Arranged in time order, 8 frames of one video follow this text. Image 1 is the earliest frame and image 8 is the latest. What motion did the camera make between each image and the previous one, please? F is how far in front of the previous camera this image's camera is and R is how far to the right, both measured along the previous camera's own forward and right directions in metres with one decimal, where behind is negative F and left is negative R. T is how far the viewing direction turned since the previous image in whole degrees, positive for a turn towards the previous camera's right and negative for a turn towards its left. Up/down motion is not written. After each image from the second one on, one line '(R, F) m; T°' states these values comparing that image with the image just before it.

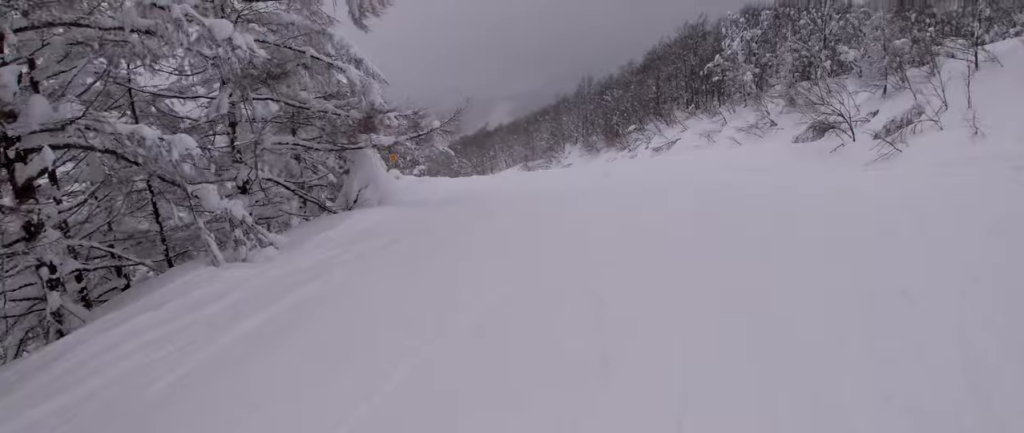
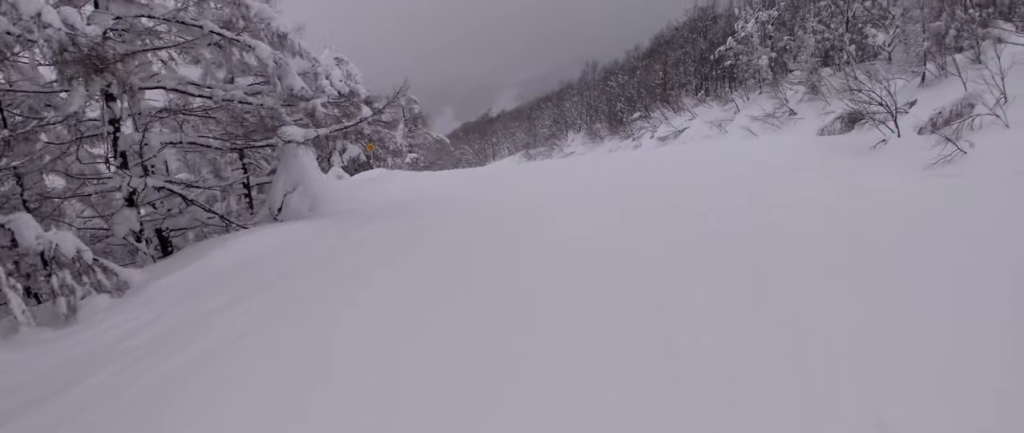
(+0.3, +4.0) m; -2°
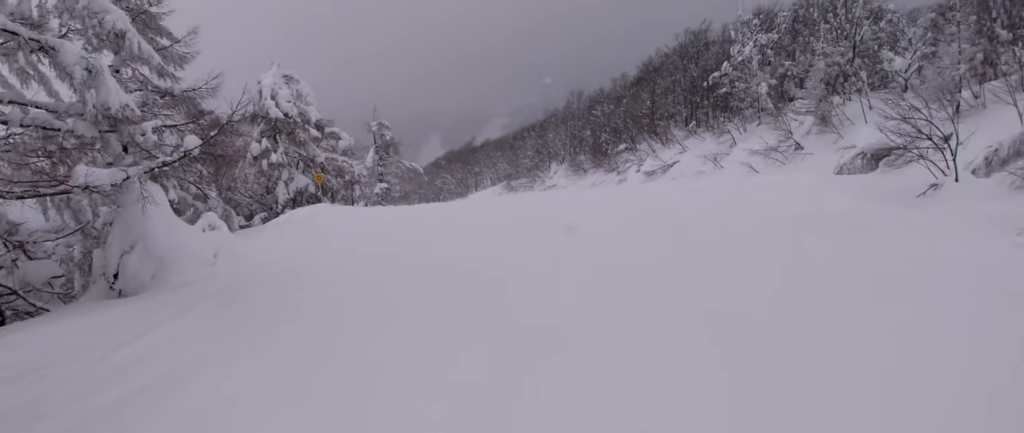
(0.0, +5.0) m; -4°
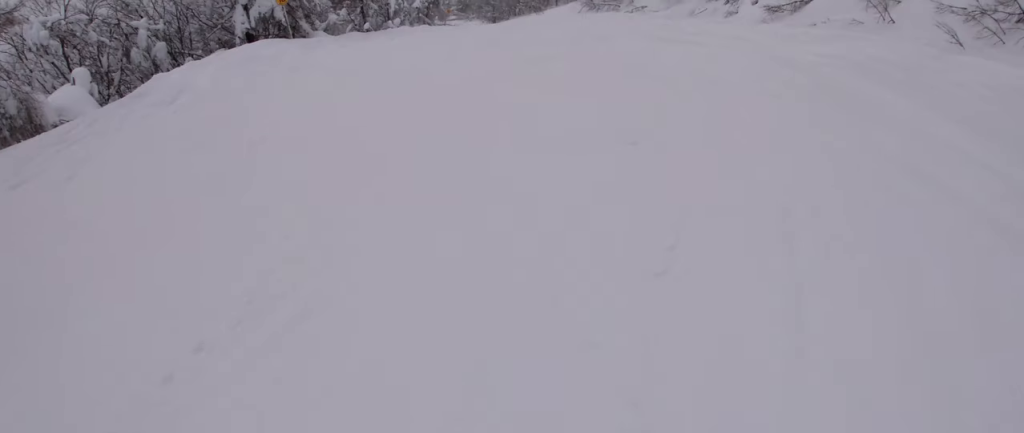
(-0.9, +10.4) m; -11°
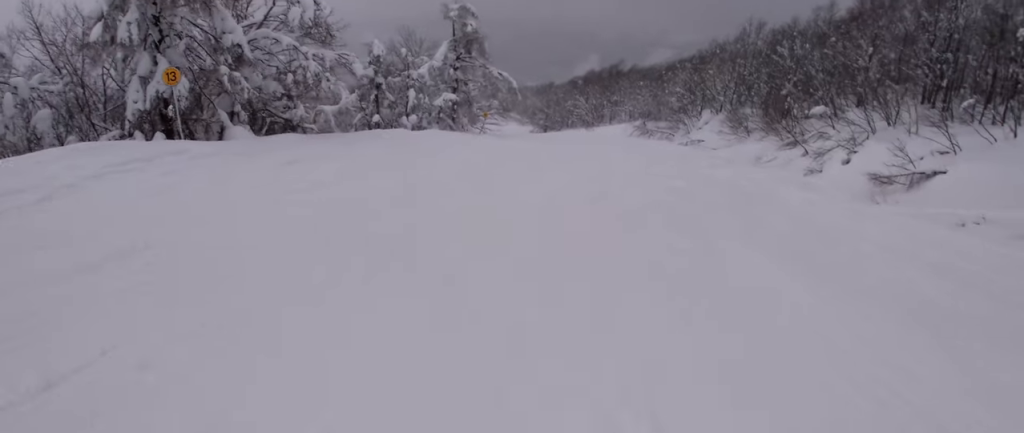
(-0.8, +10.5) m; -1°
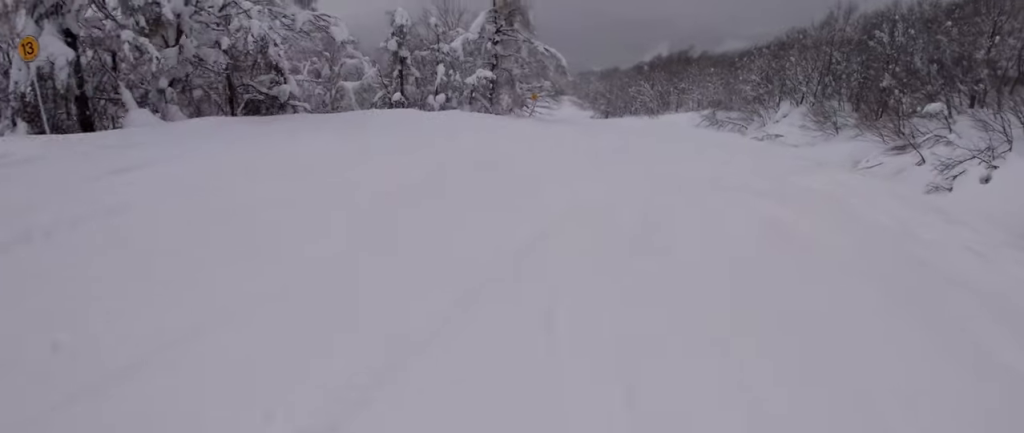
(+0.6, +7.0) m; -1°
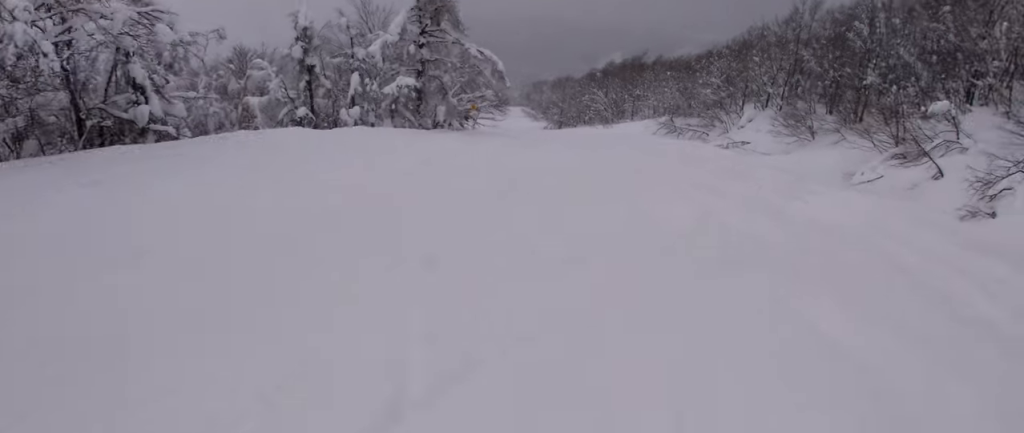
(-0.3, +6.1) m; -9°
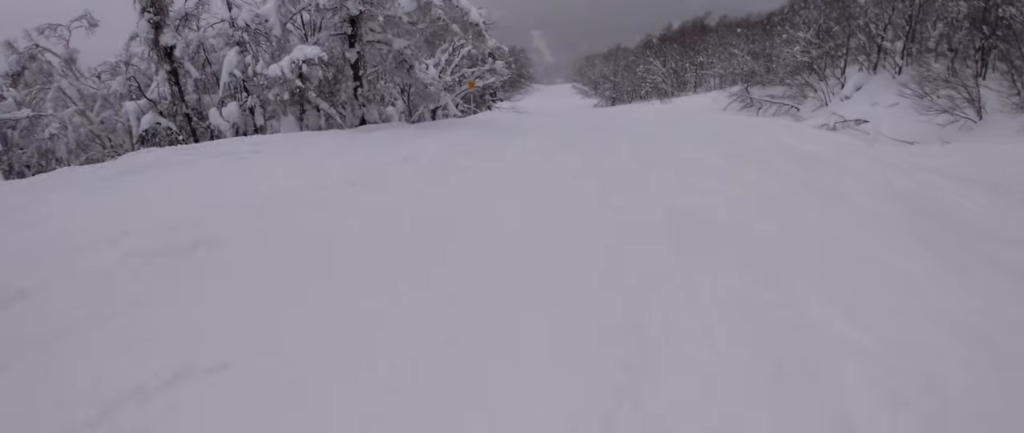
(-1.5, +13.9) m; -4°
